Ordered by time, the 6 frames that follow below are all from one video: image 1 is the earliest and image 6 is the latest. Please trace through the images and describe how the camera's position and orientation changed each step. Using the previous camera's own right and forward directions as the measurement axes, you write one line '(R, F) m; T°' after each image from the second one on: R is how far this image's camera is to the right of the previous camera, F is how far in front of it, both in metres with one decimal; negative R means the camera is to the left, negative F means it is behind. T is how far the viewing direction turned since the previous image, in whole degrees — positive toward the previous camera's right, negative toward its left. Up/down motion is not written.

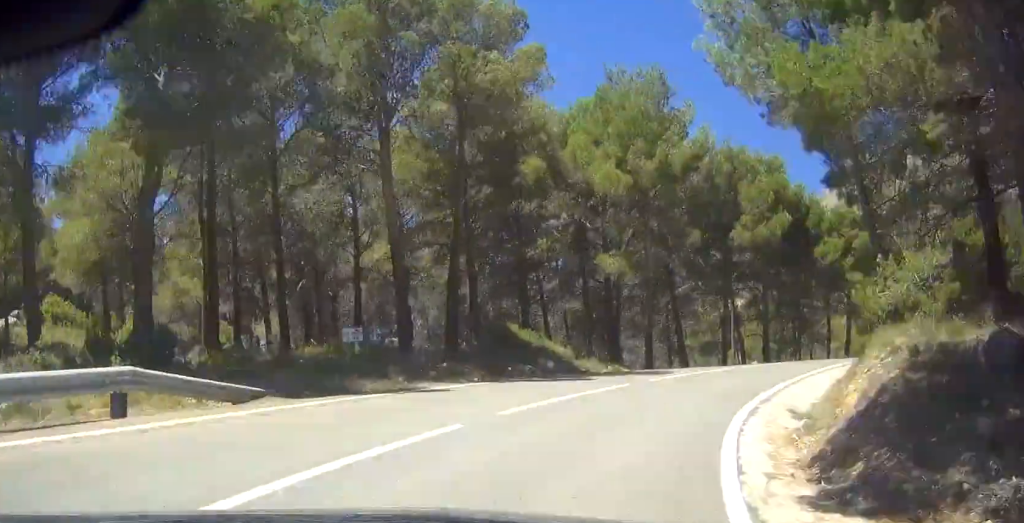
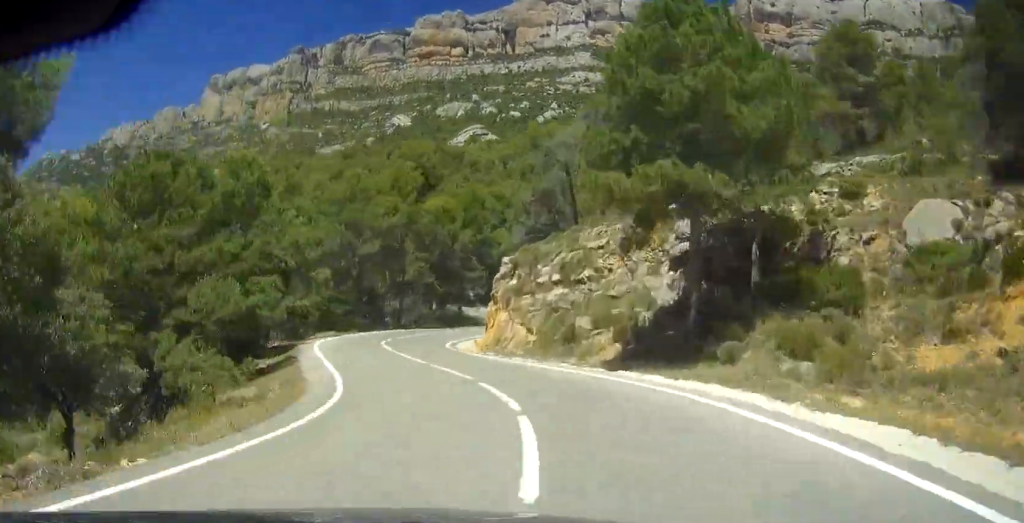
(+74.4, +90.2) m; +40°
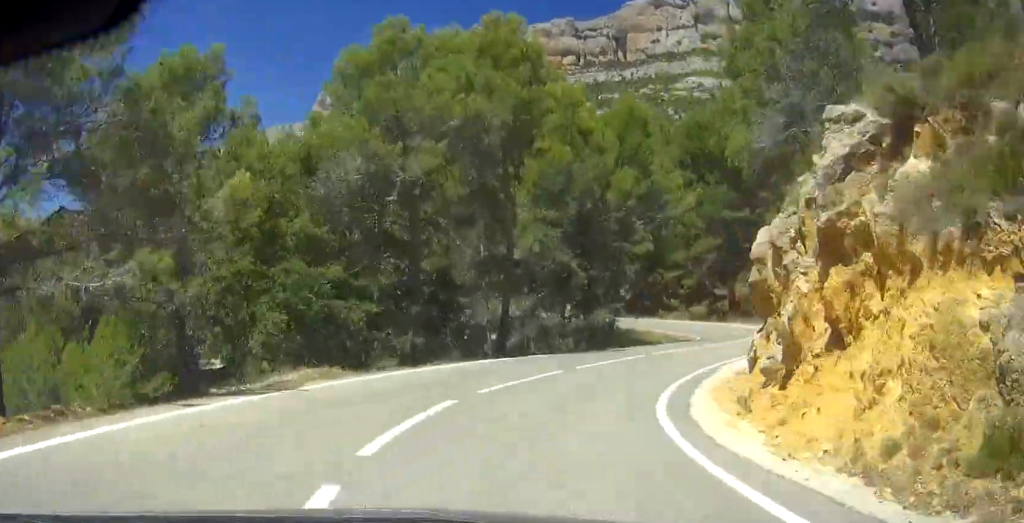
(-0.8, +29.7) m; -3°
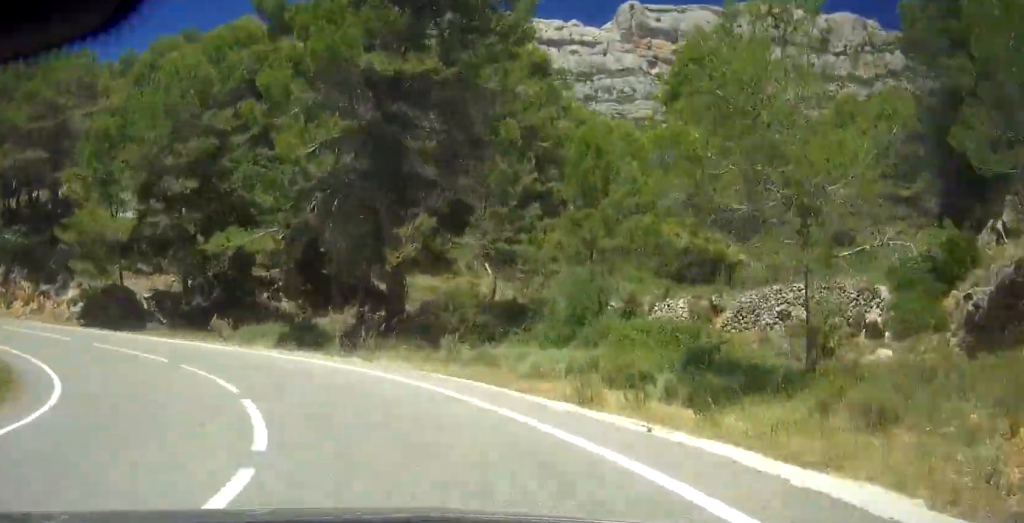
(-1.0, +45.3) m; -15°
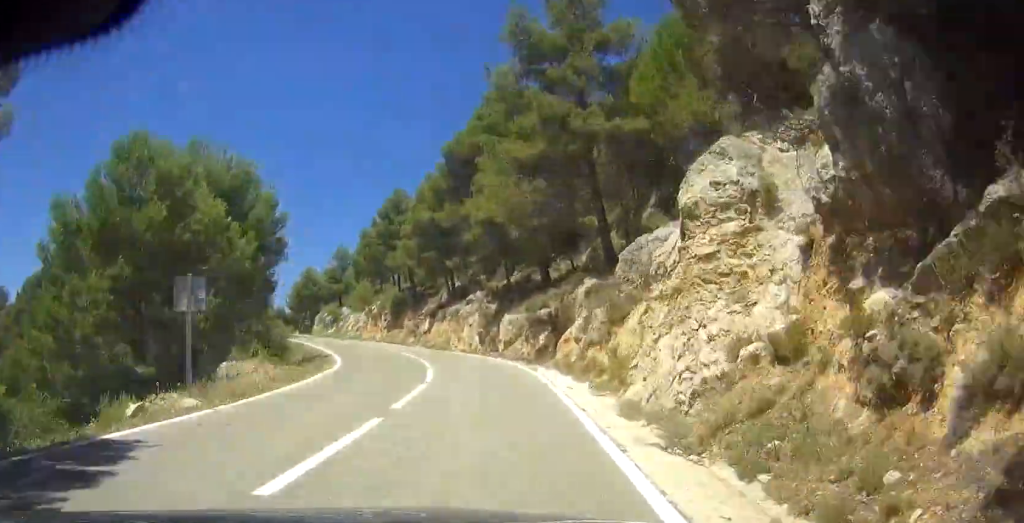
(-34.9, +78.8) m; -35°
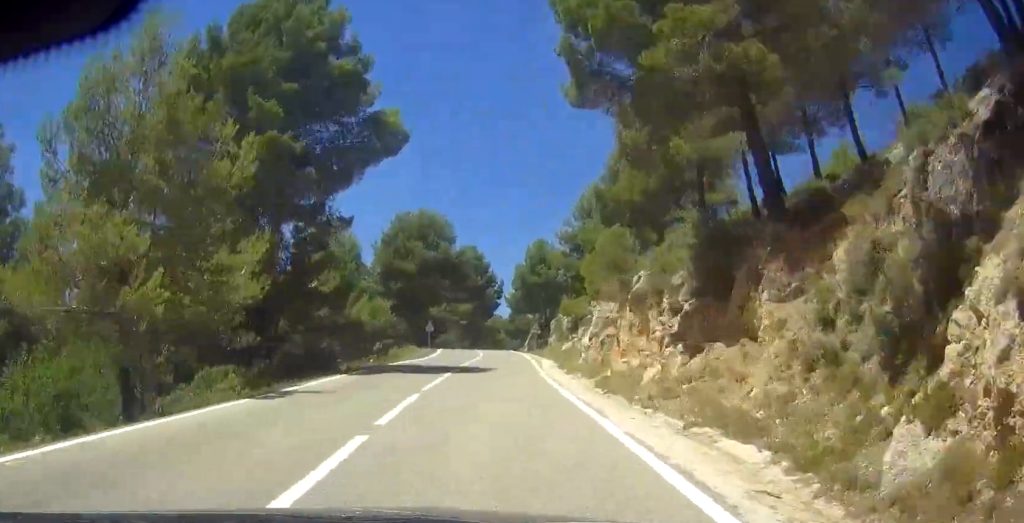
(-2.4, +44.1) m; -7°
